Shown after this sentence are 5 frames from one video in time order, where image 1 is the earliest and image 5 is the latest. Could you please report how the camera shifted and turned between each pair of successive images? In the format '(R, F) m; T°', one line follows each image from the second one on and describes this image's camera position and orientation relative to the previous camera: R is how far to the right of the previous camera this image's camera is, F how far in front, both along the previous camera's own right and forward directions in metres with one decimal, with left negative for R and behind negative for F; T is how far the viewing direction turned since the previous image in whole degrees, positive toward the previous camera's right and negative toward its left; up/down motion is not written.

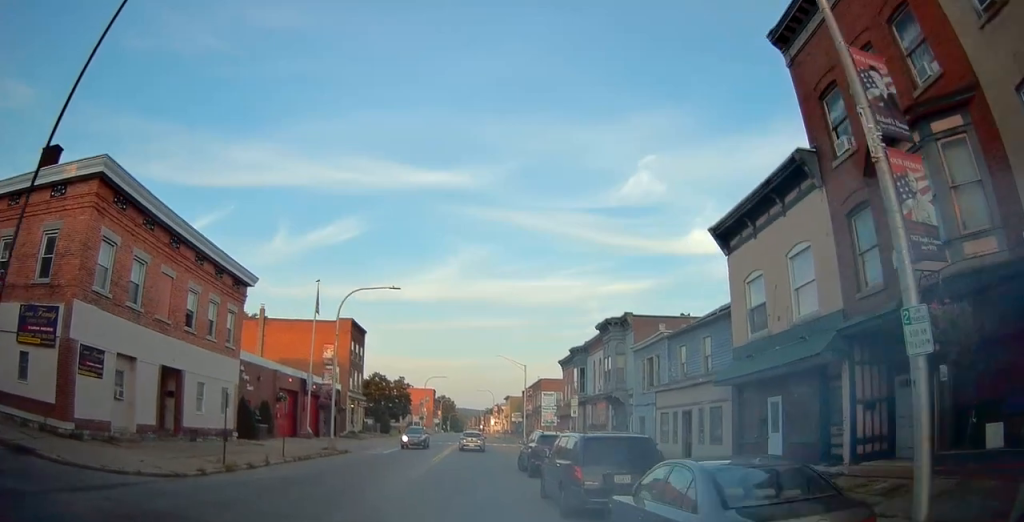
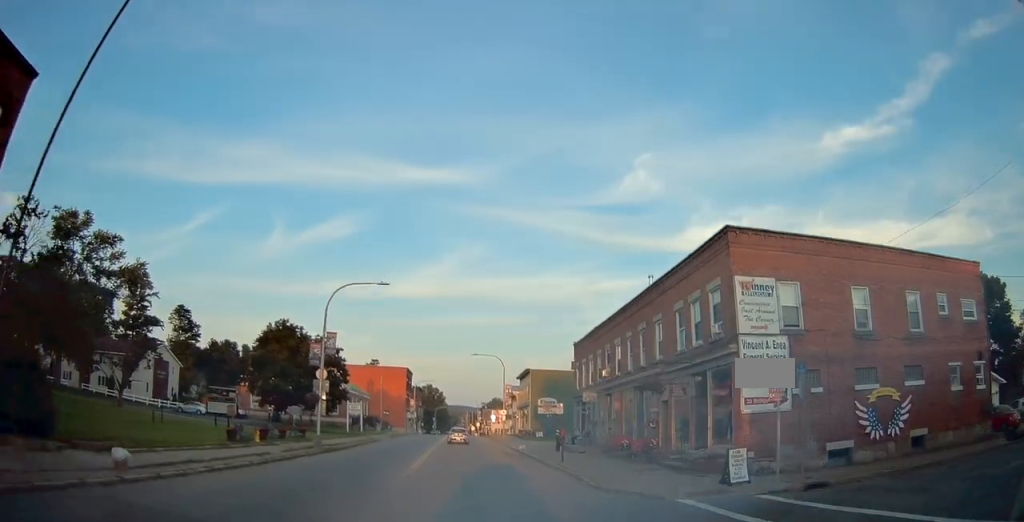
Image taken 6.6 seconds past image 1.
(+0.2, +58.9) m; +1°
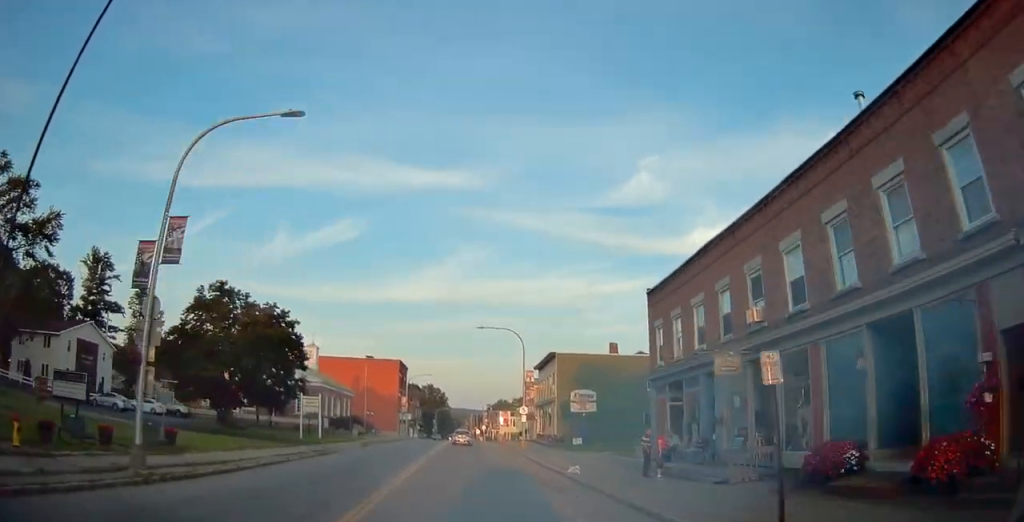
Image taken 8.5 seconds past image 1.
(+0.2, +18.8) m; +1°
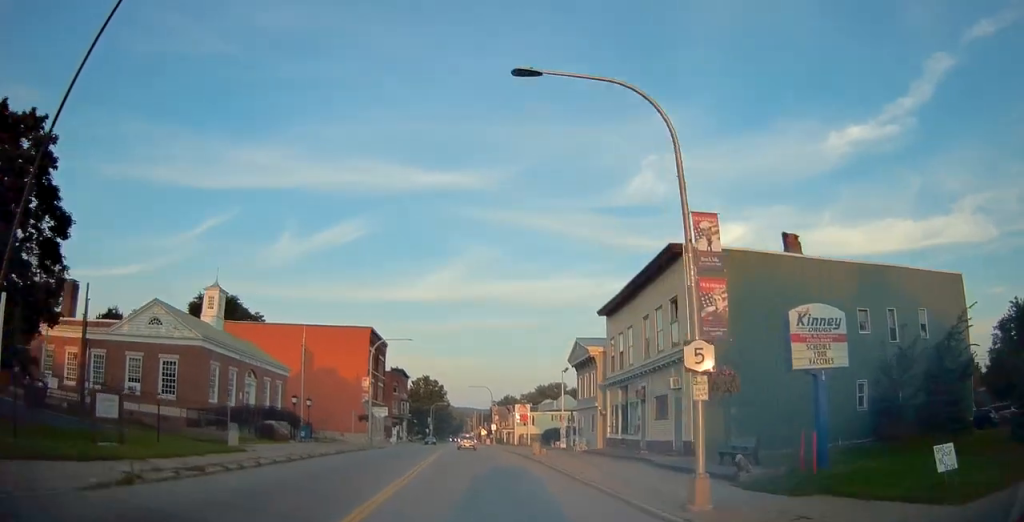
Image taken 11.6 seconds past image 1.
(-0.4, +31.6) m; 0°
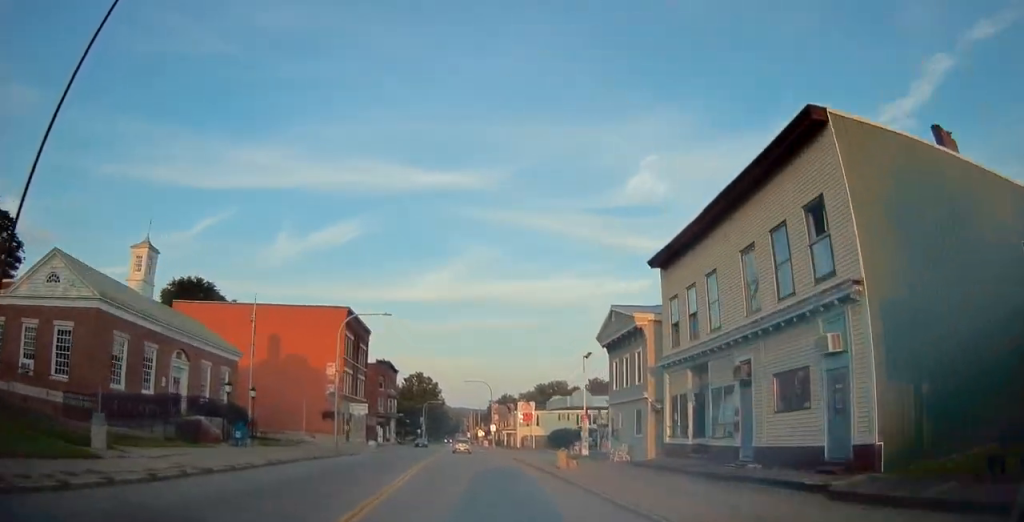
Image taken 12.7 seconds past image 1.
(+0.1, +11.2) m; 0°
